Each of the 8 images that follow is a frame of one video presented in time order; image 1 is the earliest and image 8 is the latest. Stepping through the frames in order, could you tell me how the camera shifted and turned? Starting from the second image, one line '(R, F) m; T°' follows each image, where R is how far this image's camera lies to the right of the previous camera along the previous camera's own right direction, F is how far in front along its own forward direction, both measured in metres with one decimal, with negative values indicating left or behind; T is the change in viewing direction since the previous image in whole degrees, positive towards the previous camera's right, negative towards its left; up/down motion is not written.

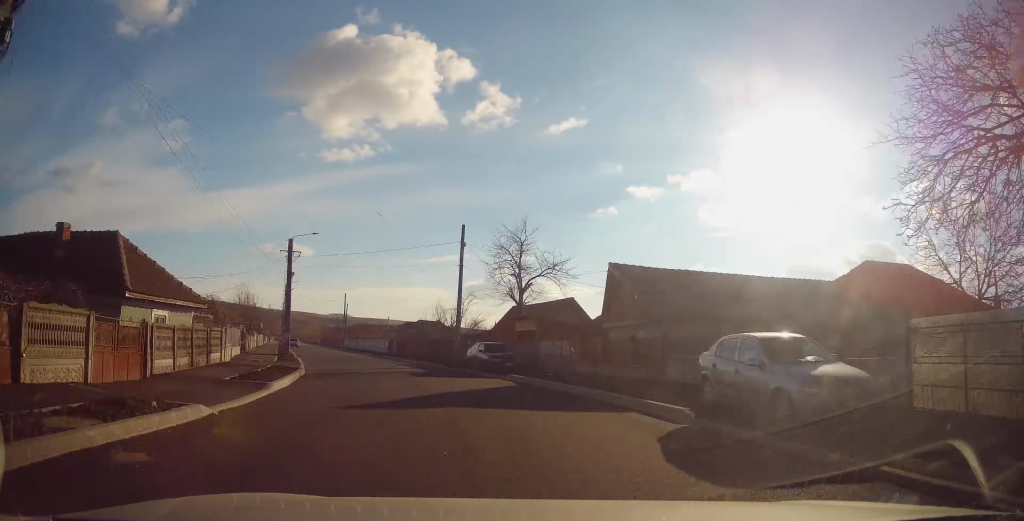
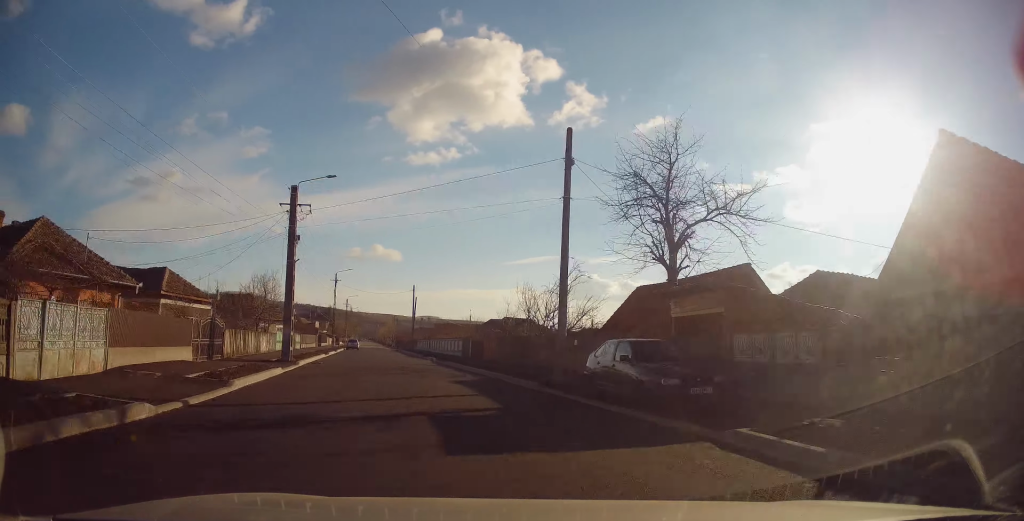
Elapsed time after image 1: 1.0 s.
(-1.2, +15.0) m; -10°
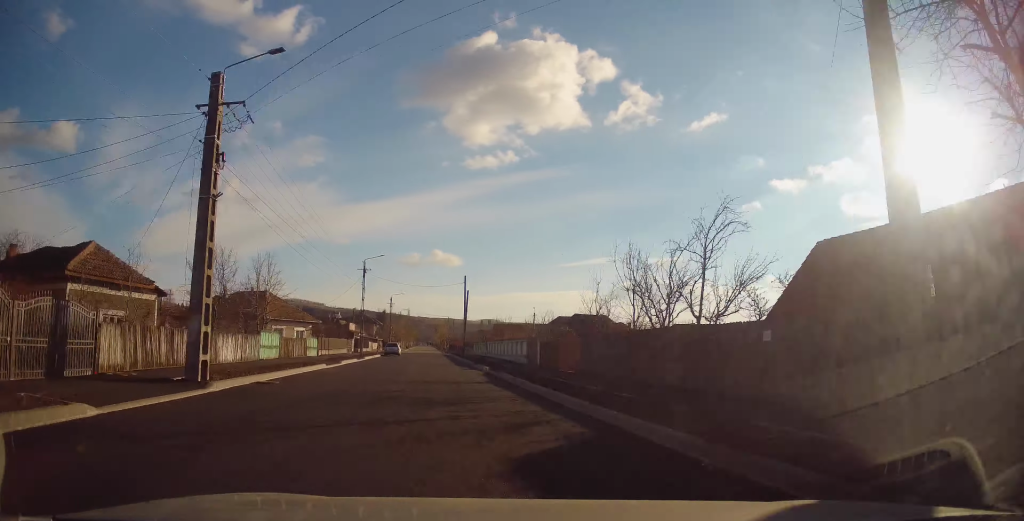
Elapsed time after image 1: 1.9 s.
(-1.0, +12.8) m; -6°
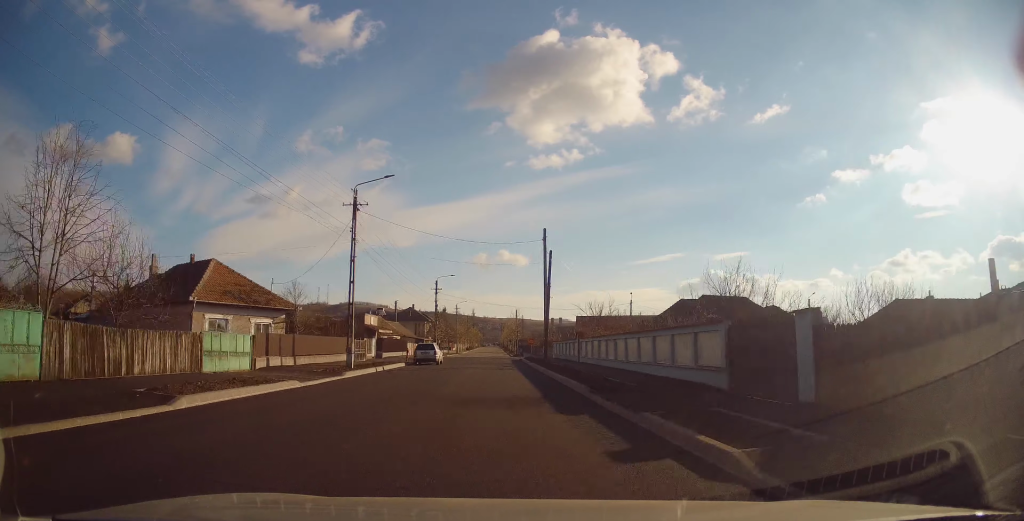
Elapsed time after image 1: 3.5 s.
(-1.6, +23.4) m; -6°
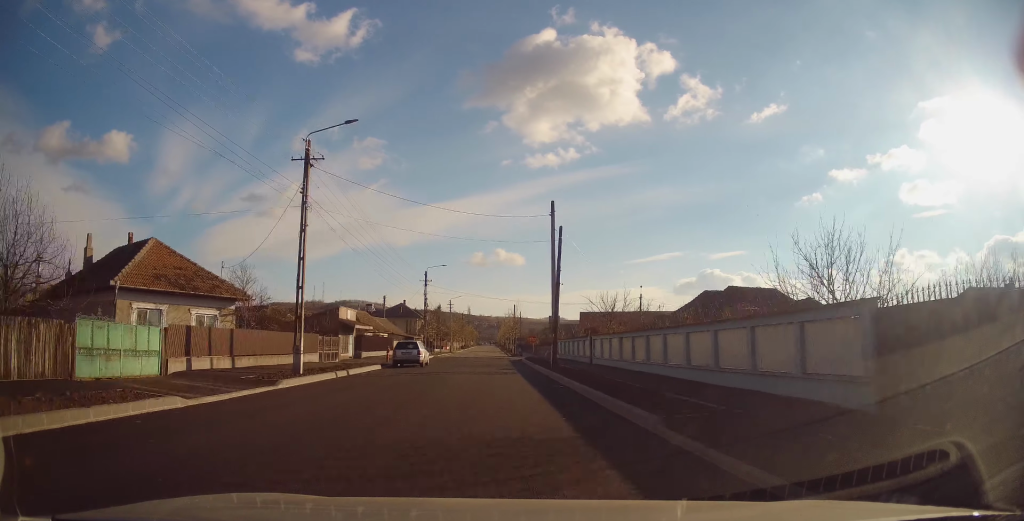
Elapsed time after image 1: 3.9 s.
(-0.1, +6.1) m; 0°
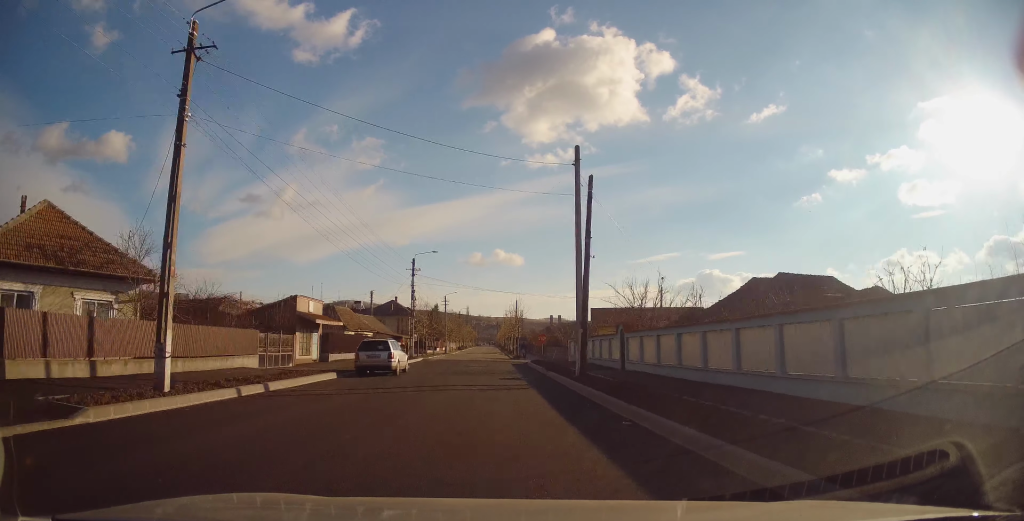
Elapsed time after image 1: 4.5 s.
(0.0, +7.7) m; 0°
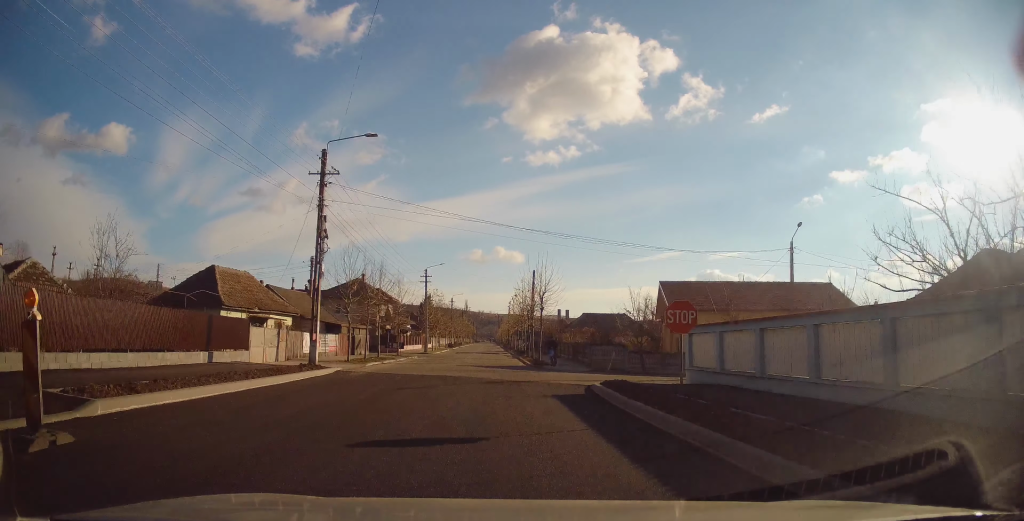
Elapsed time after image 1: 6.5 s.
(+0.2, +24.0) m; +1°
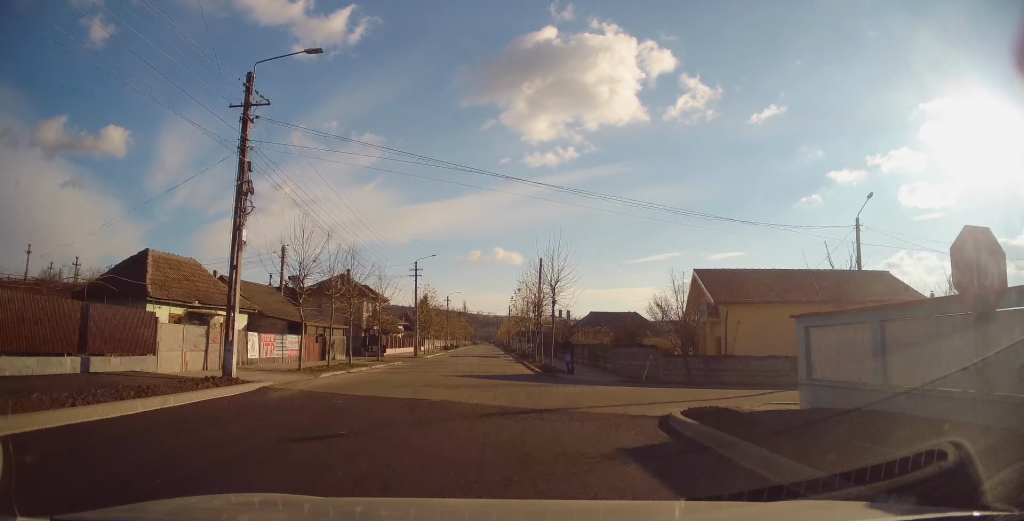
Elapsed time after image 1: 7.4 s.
(+0.1, +7.2) m; +1°
